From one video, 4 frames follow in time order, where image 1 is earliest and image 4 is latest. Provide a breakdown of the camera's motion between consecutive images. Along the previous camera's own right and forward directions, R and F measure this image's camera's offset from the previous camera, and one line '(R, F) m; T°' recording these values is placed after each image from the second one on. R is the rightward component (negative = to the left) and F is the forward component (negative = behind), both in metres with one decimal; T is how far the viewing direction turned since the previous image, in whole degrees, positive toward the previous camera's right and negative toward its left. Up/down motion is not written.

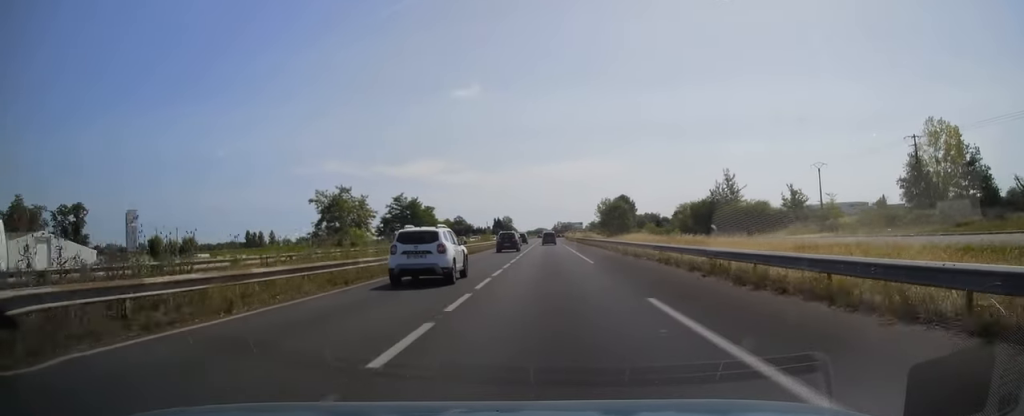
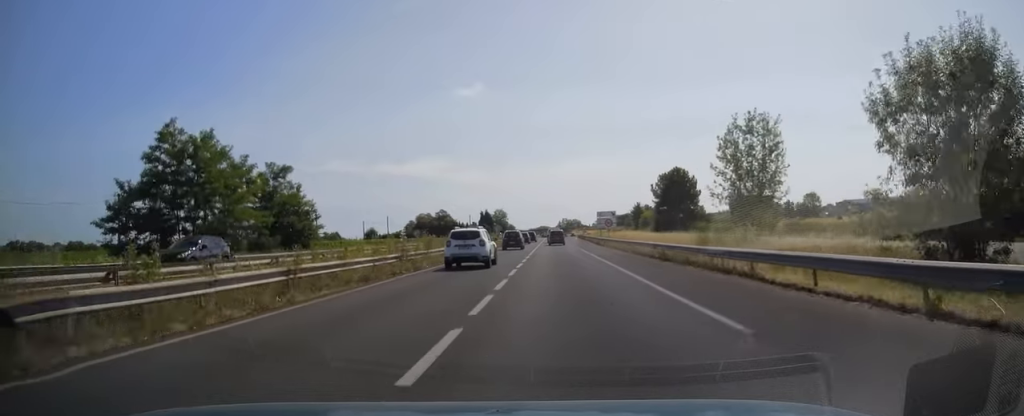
(-0.2, +73.7) m; 0°
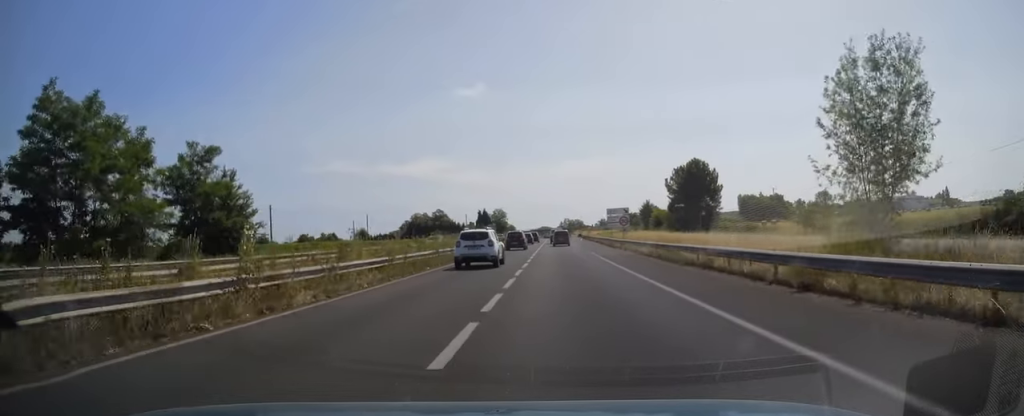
(-0.1, +13.3) m; 0°
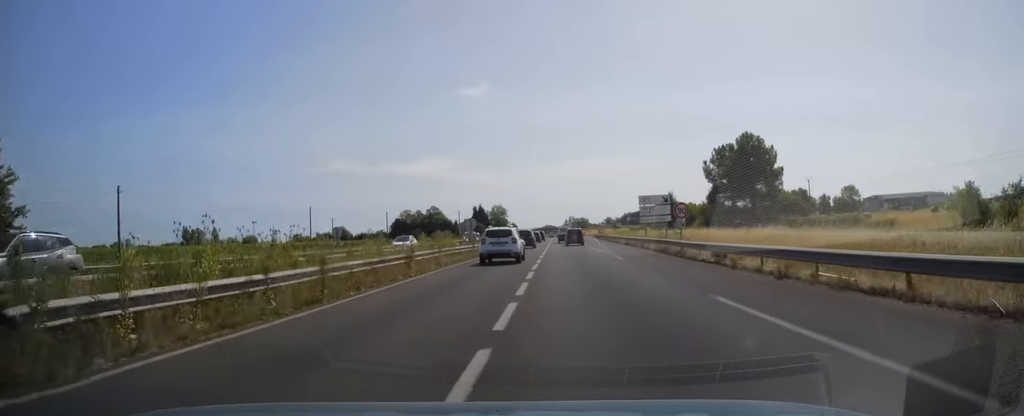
(0.0, +25.0) m; 0°
